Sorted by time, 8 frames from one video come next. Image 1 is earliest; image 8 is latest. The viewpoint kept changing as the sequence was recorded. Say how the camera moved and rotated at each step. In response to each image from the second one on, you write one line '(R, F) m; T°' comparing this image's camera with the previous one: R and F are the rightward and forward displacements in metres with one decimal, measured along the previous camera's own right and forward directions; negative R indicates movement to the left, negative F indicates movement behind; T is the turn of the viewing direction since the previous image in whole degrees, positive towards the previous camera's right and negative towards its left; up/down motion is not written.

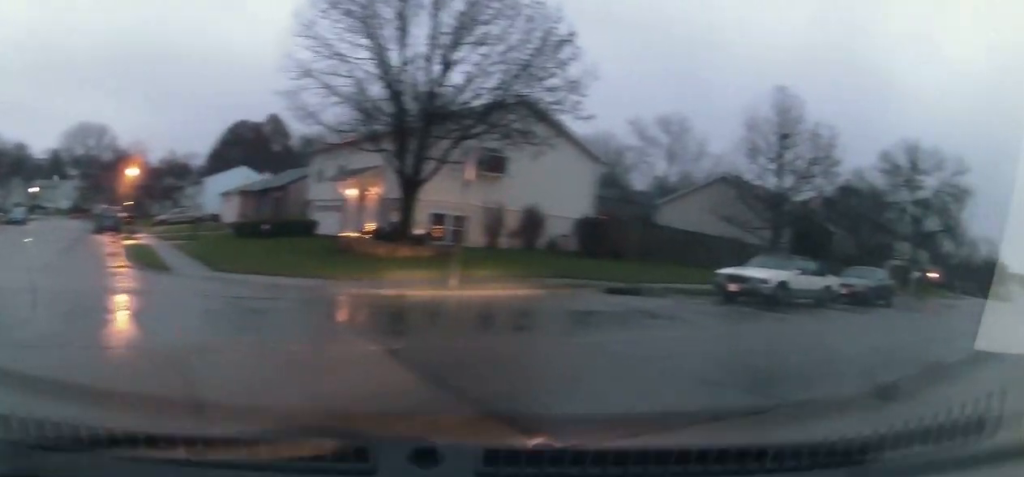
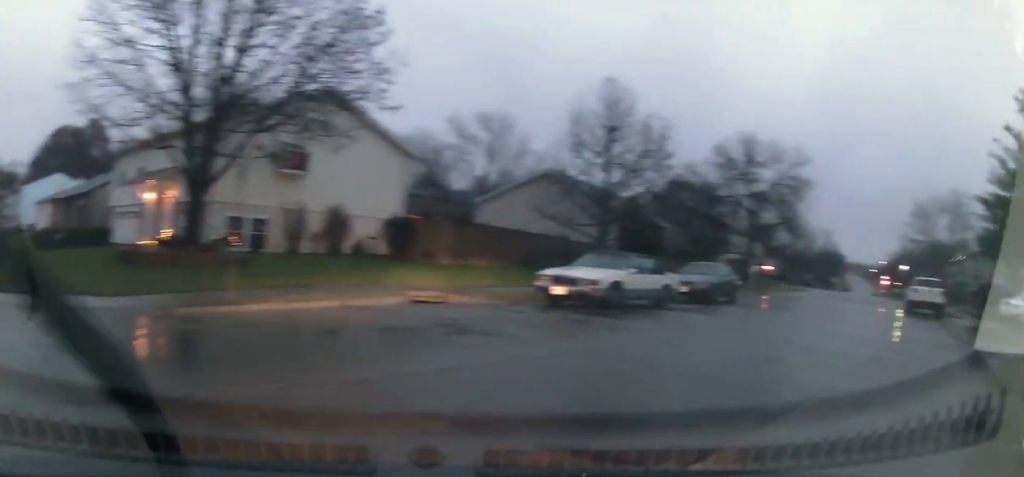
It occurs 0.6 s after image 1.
(0.0, +0.5) m; +7°
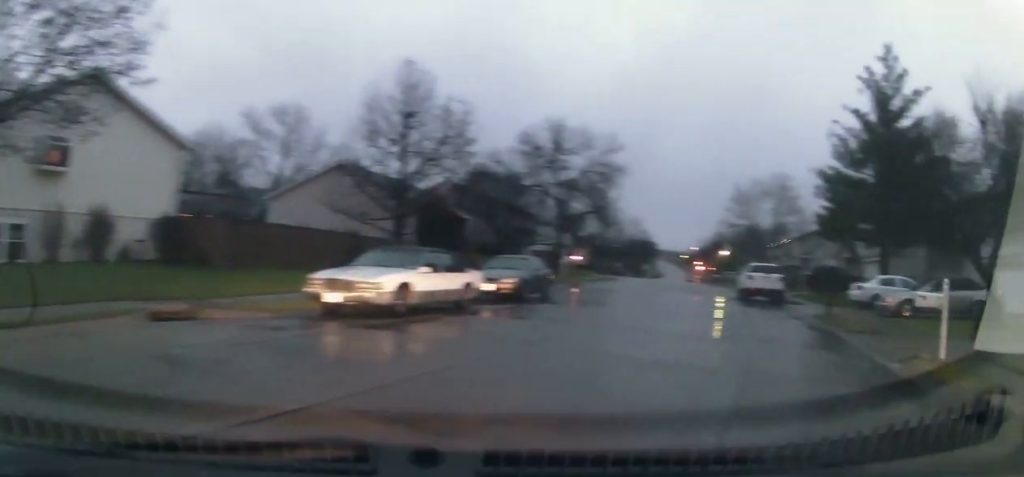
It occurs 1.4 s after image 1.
(+0.1, +1.6) m; +11°
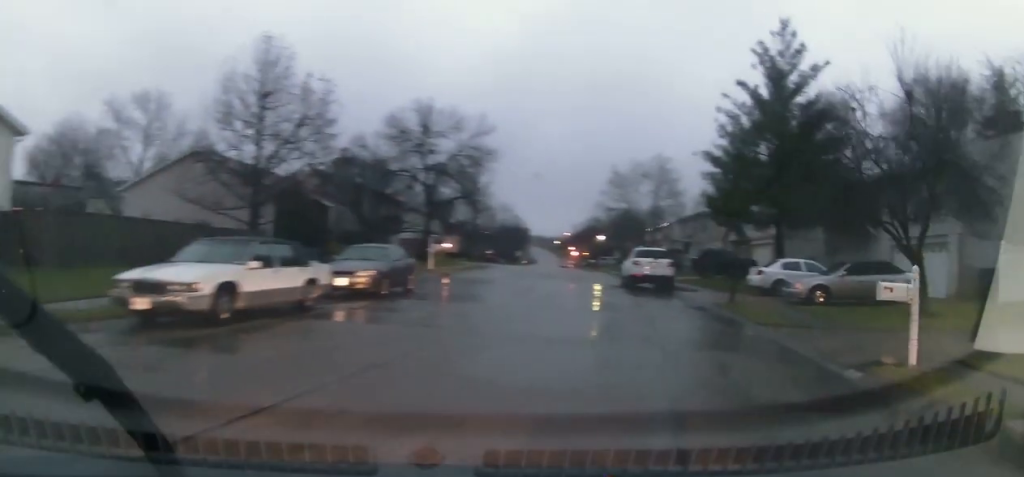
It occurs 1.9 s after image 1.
(0.0, +1.6) m; +9°
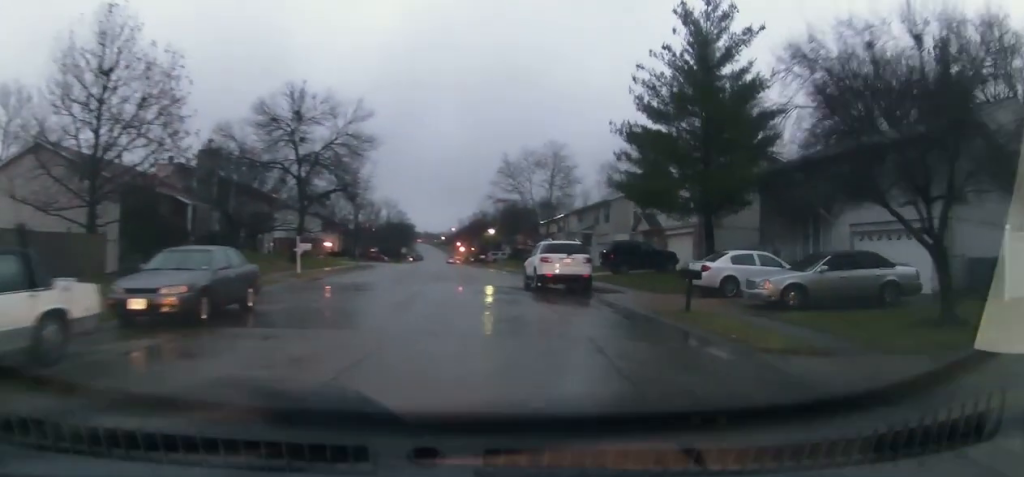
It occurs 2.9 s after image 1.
(+0.5, +4.6) m; +19°
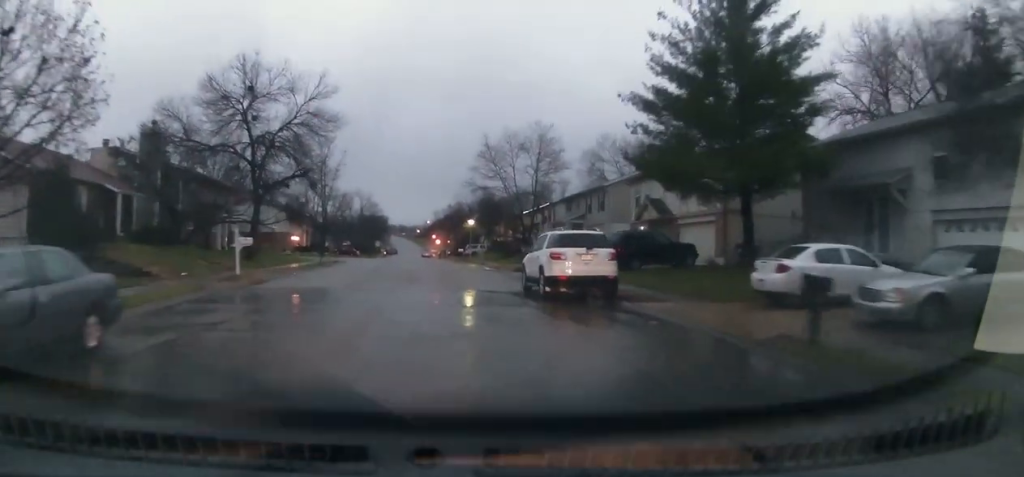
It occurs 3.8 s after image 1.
(+0.9, +5.3) m; +13°
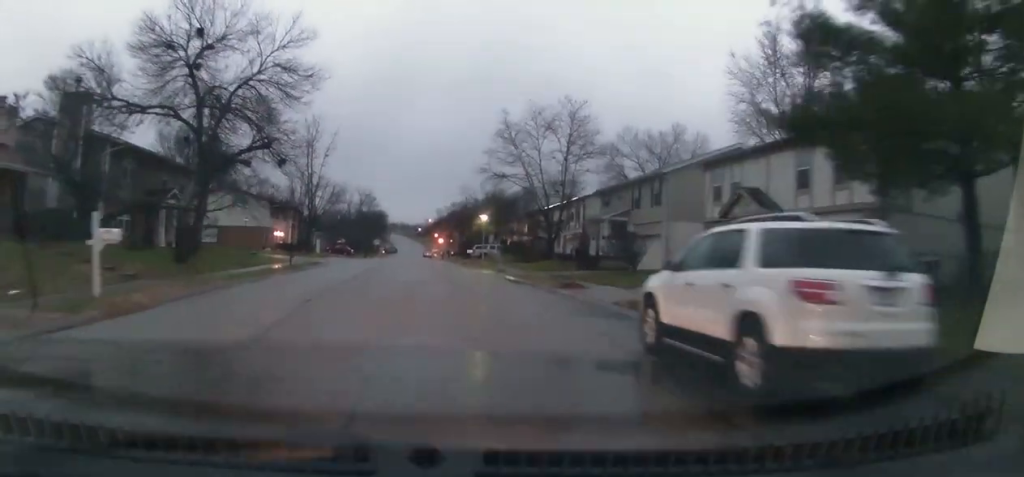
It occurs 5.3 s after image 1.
(+0.5, +10.0) m; +1°
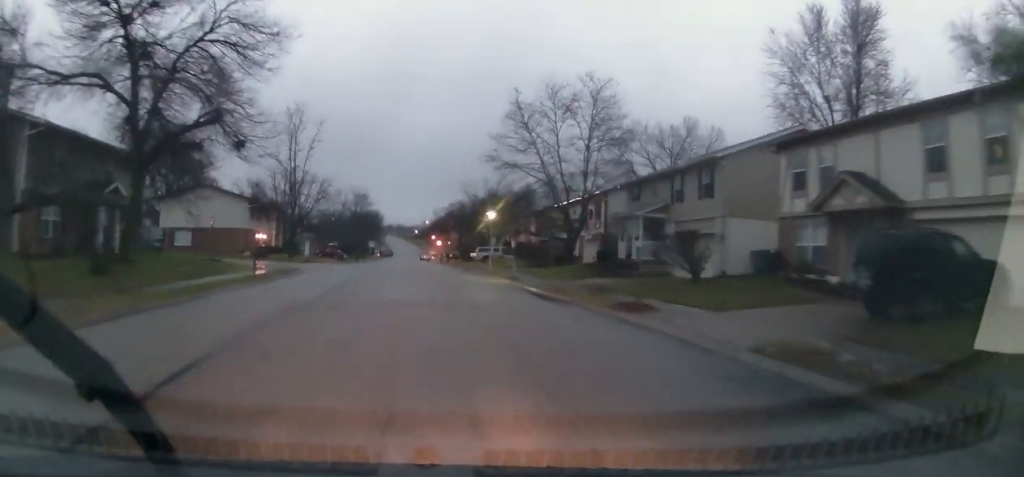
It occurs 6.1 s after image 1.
(-0.1, +6.7) m; -2°
